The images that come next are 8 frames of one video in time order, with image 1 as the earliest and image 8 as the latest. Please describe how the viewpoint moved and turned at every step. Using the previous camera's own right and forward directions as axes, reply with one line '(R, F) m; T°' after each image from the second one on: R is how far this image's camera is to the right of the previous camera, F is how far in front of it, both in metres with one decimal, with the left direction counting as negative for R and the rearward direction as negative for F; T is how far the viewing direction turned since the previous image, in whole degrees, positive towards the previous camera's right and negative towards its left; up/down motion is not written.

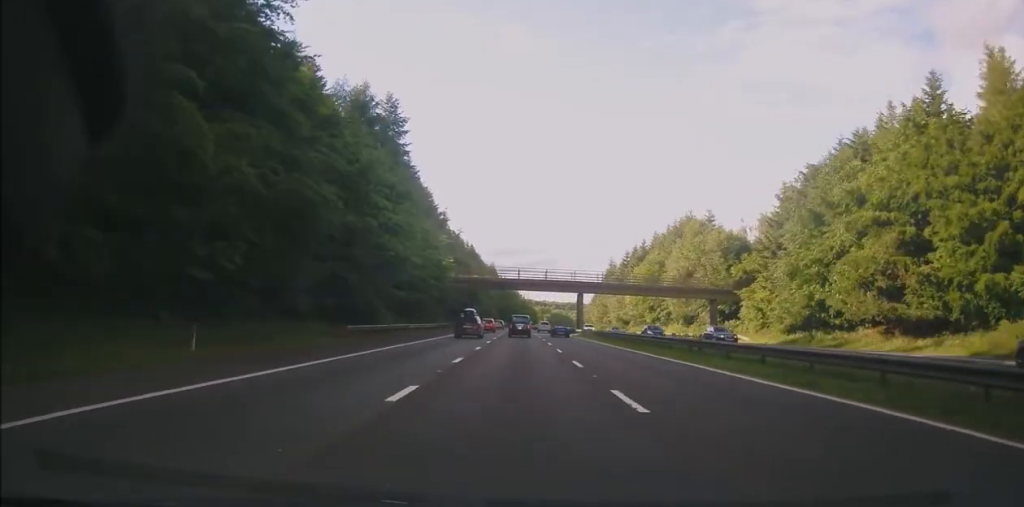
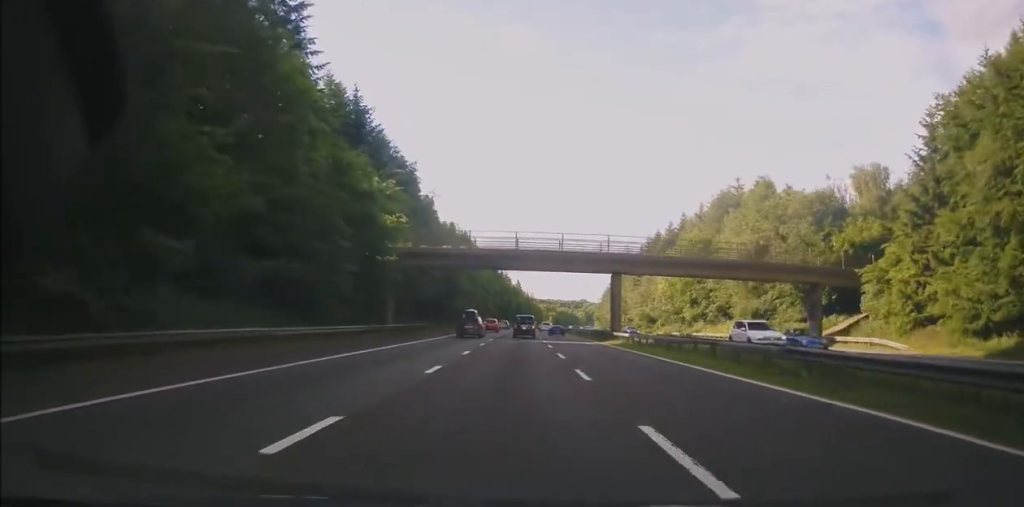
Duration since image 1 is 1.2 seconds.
(-0.2, +30.5) m; -1°
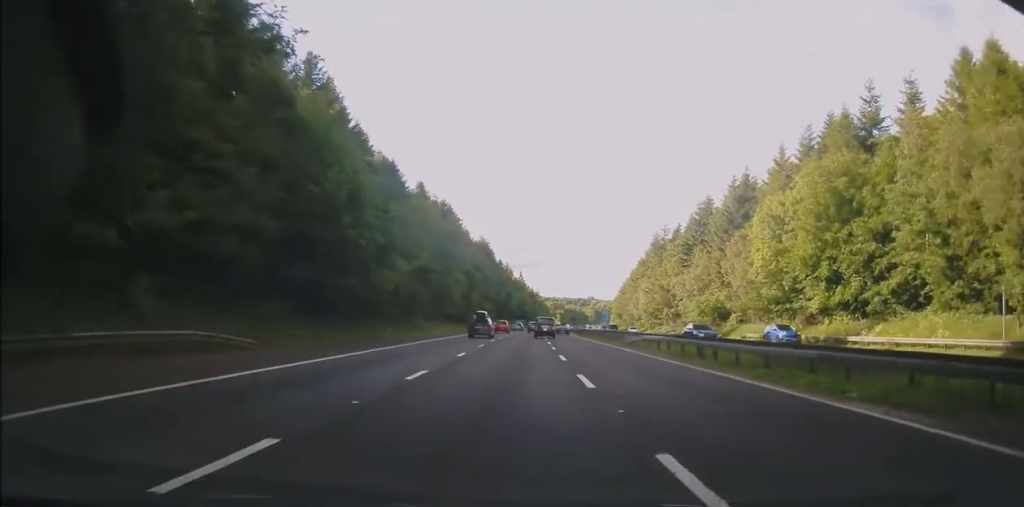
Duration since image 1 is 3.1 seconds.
(-0.1, +45.4) m; 0°
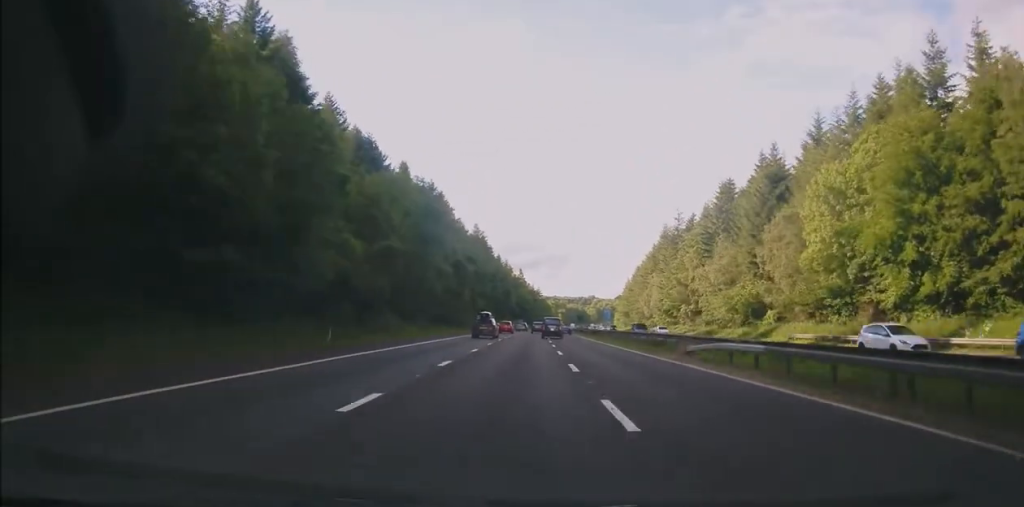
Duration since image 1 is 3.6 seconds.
(0.0, +13.5) m; 0°
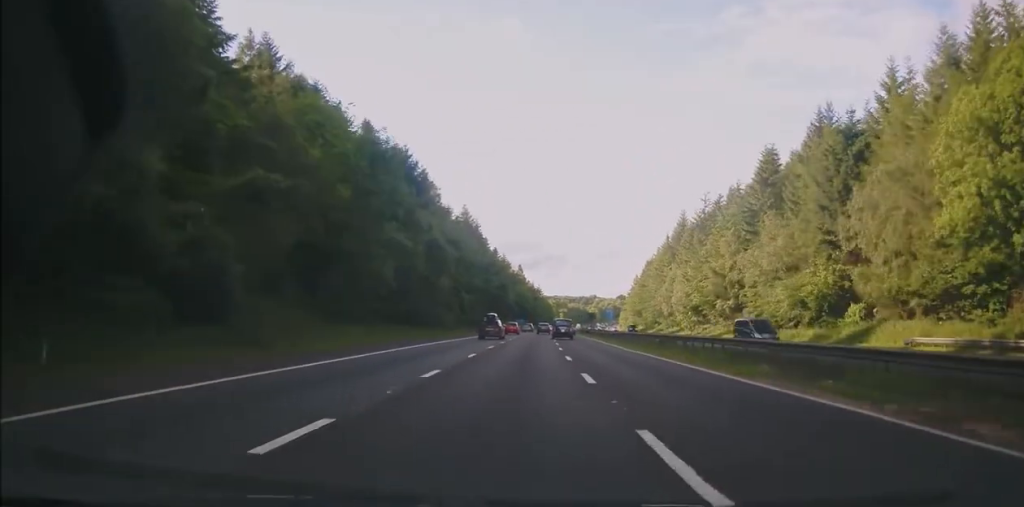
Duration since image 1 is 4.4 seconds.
(0.0, +20.4) m; 0°
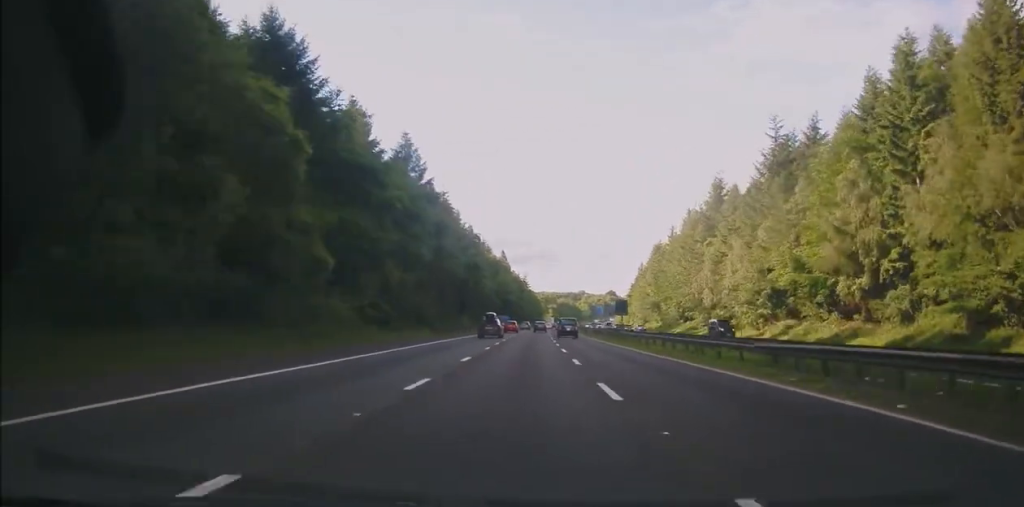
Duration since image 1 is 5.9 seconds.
(+0.1, +37.9) m; 0°
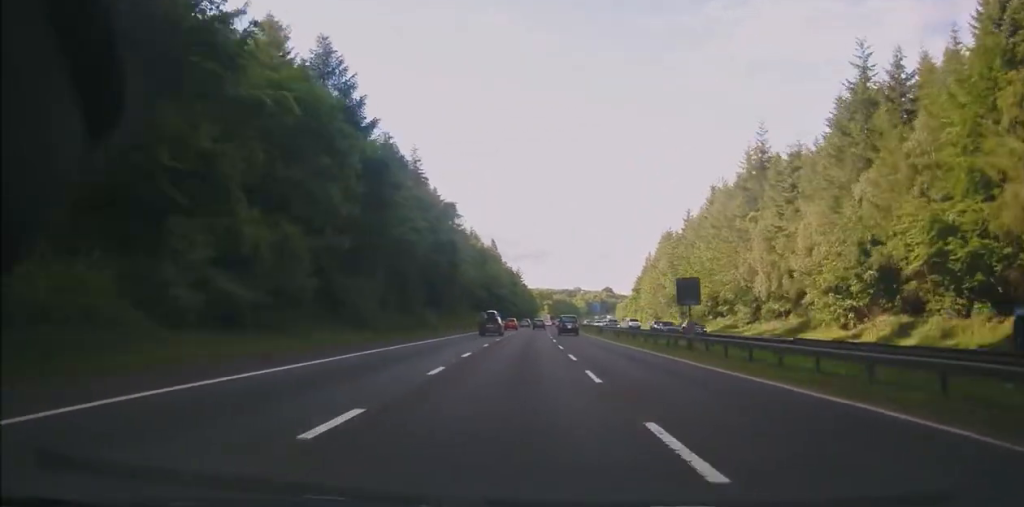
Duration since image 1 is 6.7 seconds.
(+0.2, +22.6) m; +1°
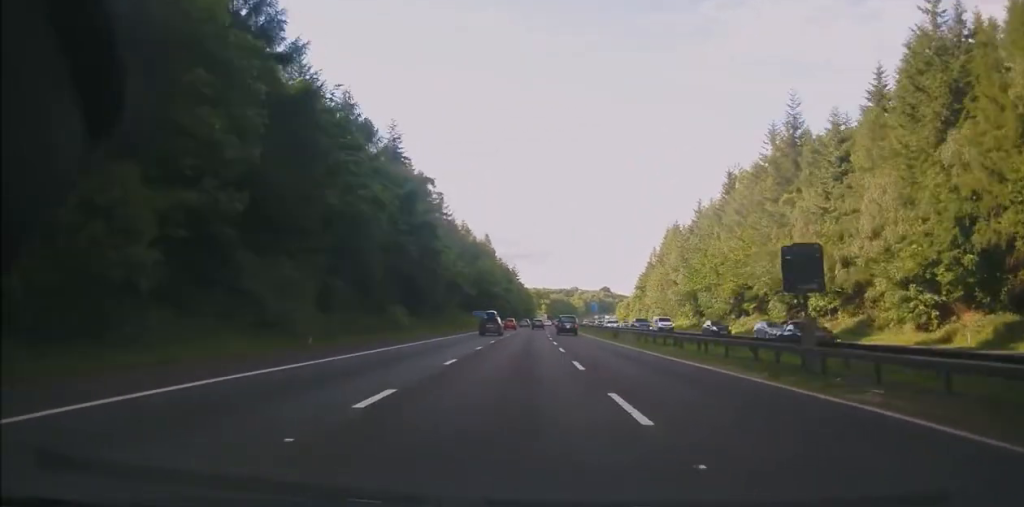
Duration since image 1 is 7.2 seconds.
(0.0, +12.2) m; +1°
